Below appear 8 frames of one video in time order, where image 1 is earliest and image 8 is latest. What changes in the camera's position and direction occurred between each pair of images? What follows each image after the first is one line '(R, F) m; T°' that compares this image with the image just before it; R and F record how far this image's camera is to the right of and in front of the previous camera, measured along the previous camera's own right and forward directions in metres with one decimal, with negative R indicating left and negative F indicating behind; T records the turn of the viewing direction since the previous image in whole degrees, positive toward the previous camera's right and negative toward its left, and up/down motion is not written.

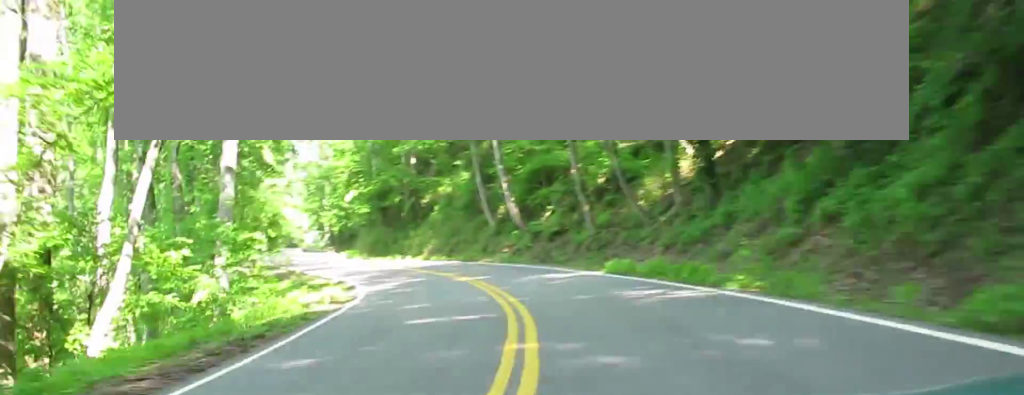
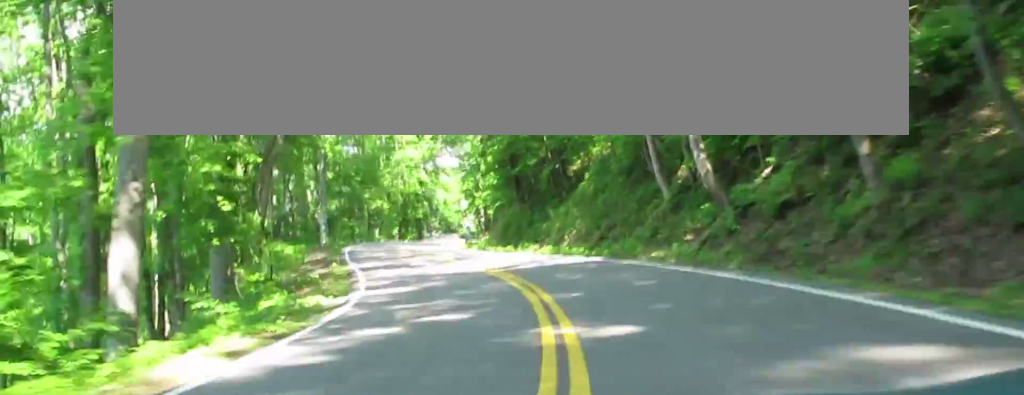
(-10.7, +28.1) m; -30°
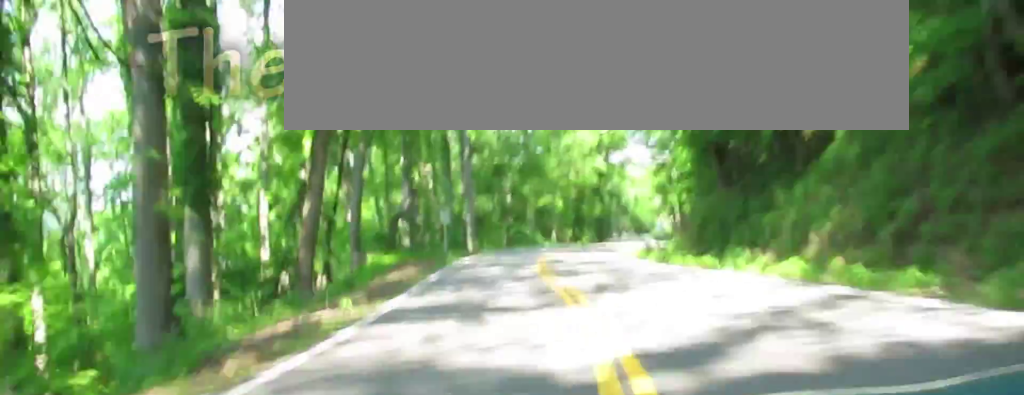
(-3.2, +24.4) m; -2°
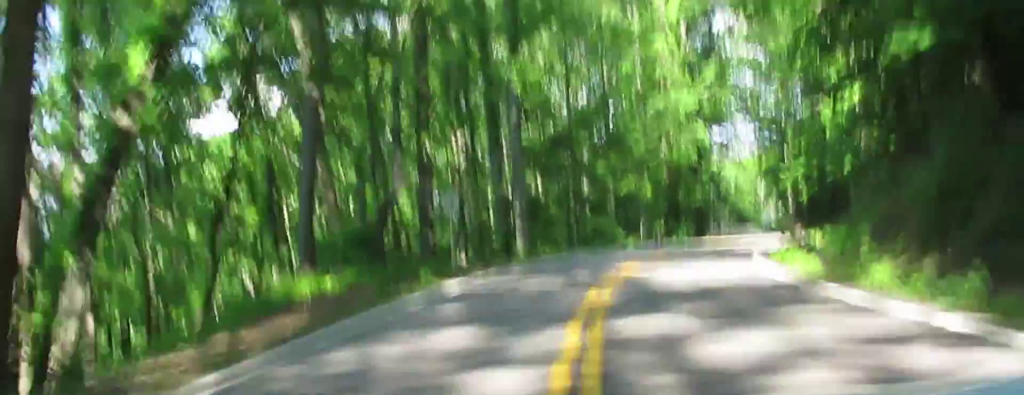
(+2.1, +21.0) m; +9°
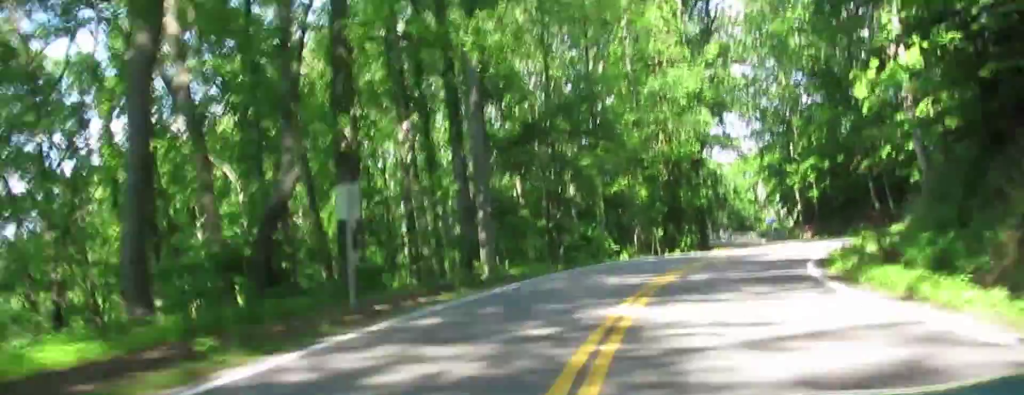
(+0.3, +9.7) m; +3°
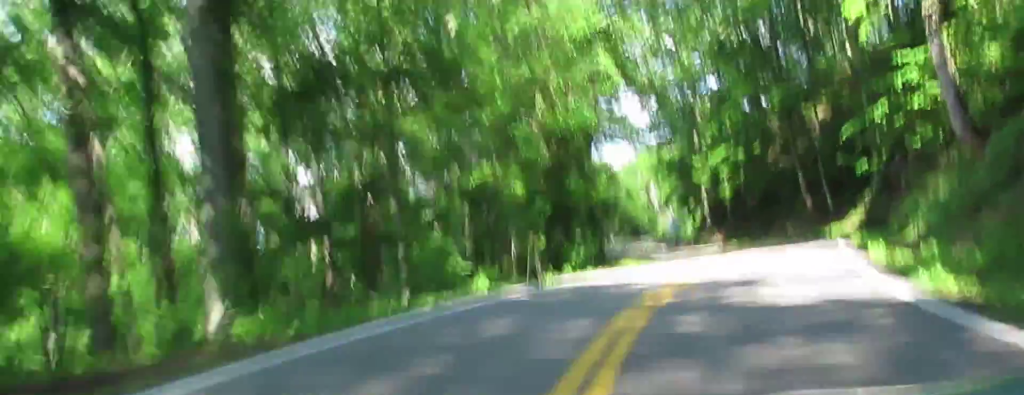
(+0.7, +14.9) m; +4°
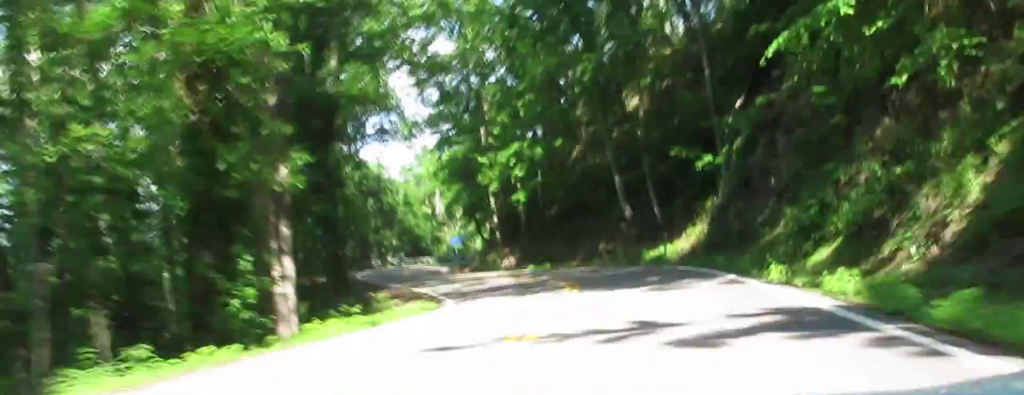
(+0.4, +13.2) m; +2°
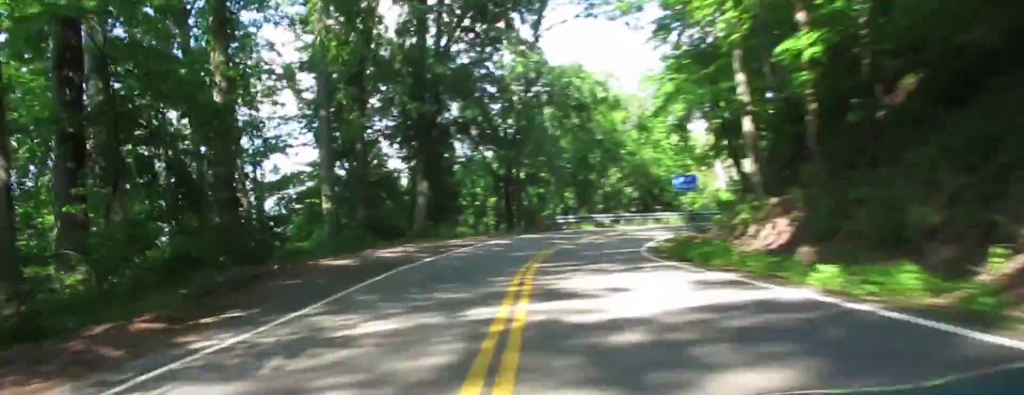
(-0.9, +32.6) m; -8°
